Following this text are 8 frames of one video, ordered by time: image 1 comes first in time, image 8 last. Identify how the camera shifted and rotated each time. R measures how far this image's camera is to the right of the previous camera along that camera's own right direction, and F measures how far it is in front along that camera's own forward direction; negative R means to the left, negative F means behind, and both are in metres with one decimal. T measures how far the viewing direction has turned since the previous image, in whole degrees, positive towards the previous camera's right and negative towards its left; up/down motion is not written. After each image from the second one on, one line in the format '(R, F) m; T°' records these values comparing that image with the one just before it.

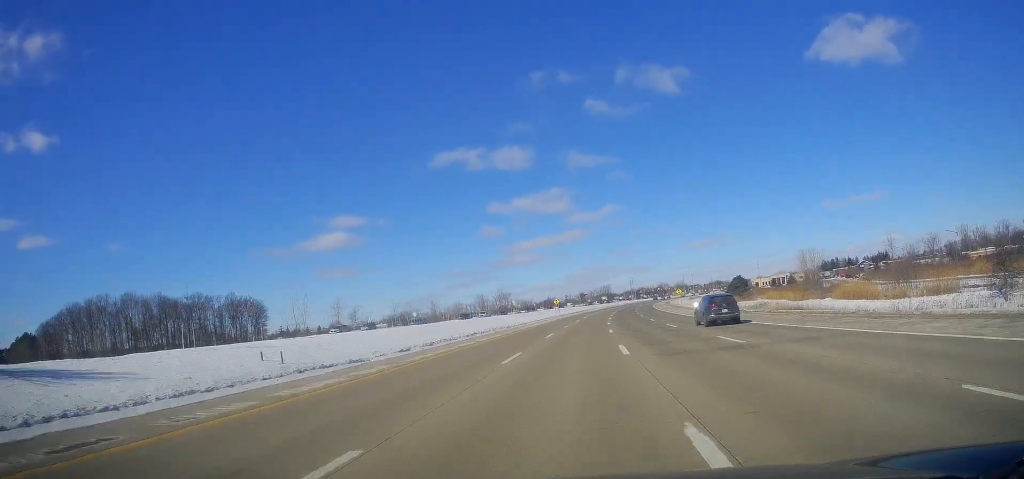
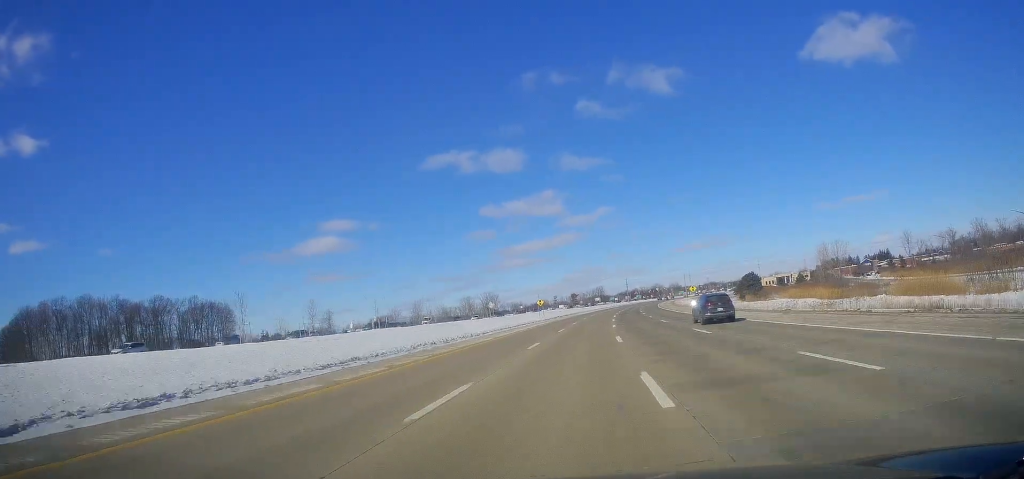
(-0.2, +24.4) m; -1°
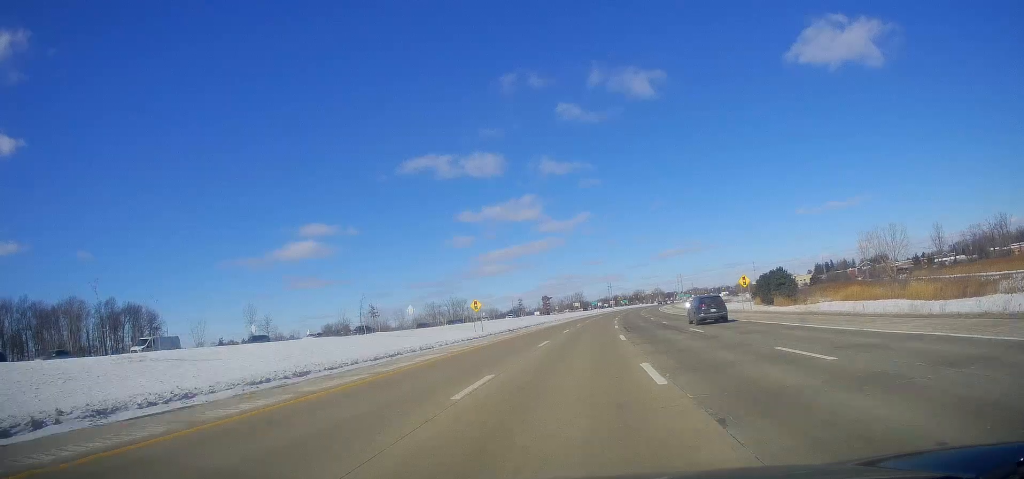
(+0.7, +43.4) m; +3°
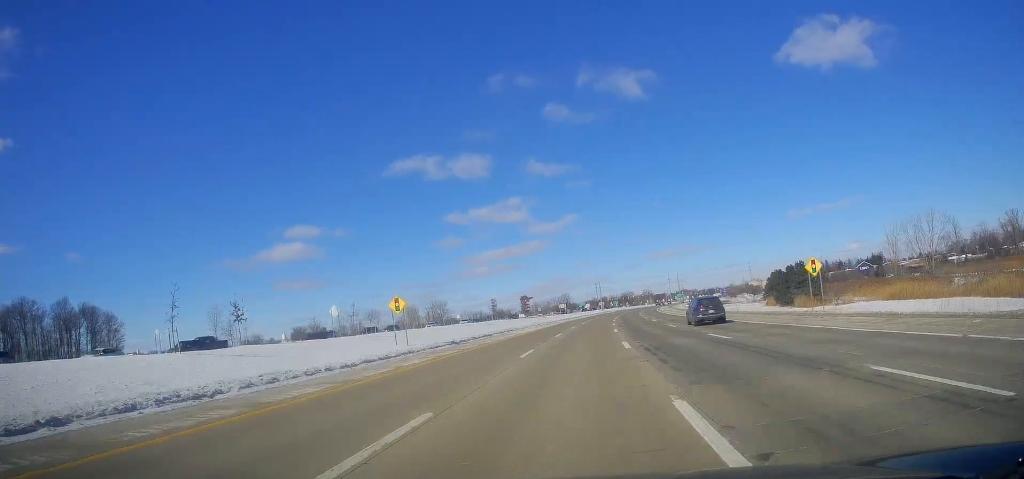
(+0.5, +20.8) m; +2°
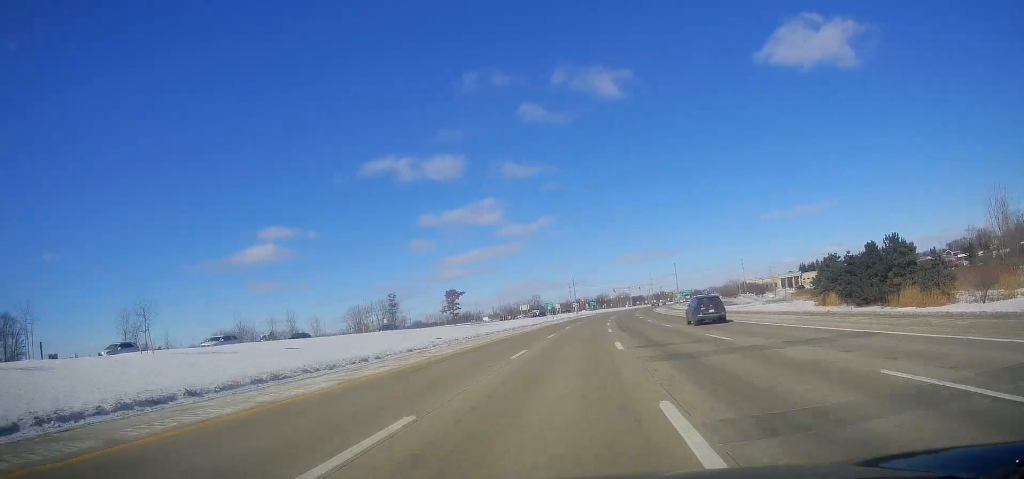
(+0.7, +46.1) m; +1°
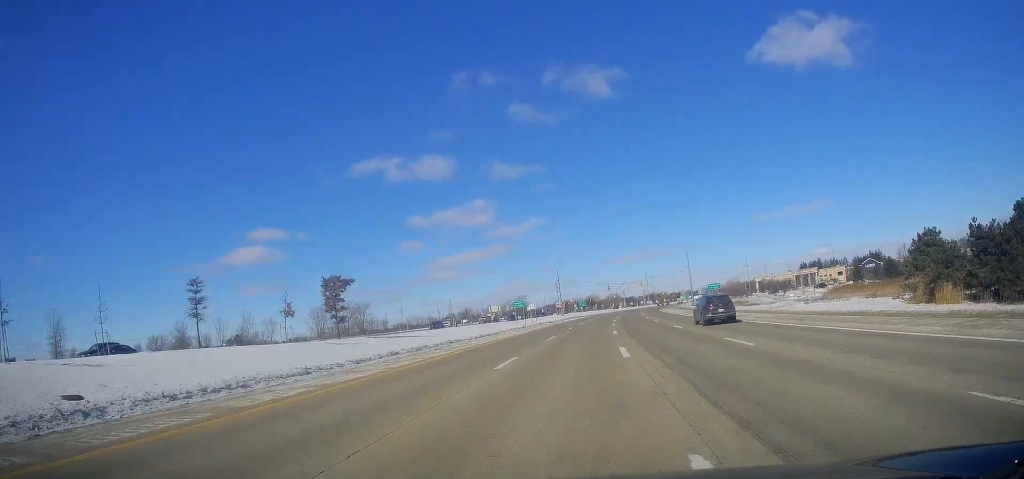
(+0.1, +33.7) m; +1°
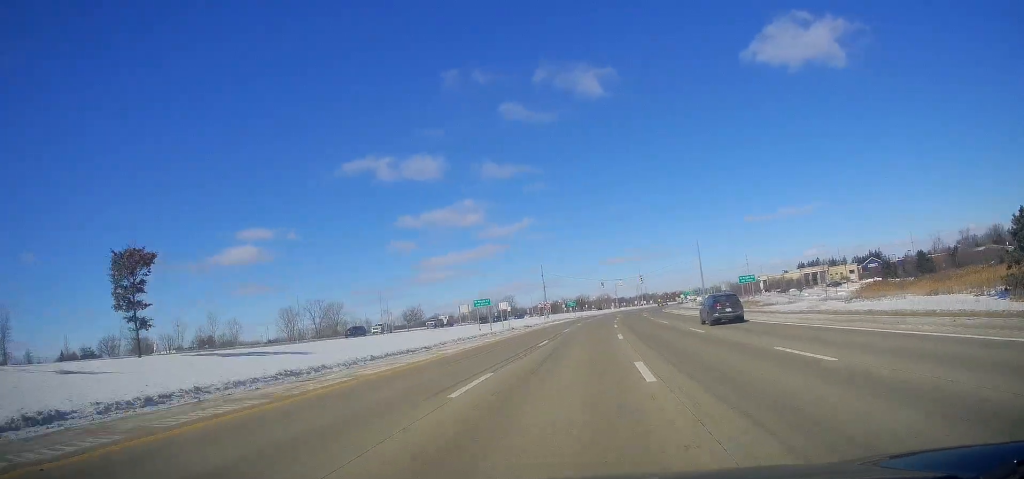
(+0.1, +21.1) m; +1°
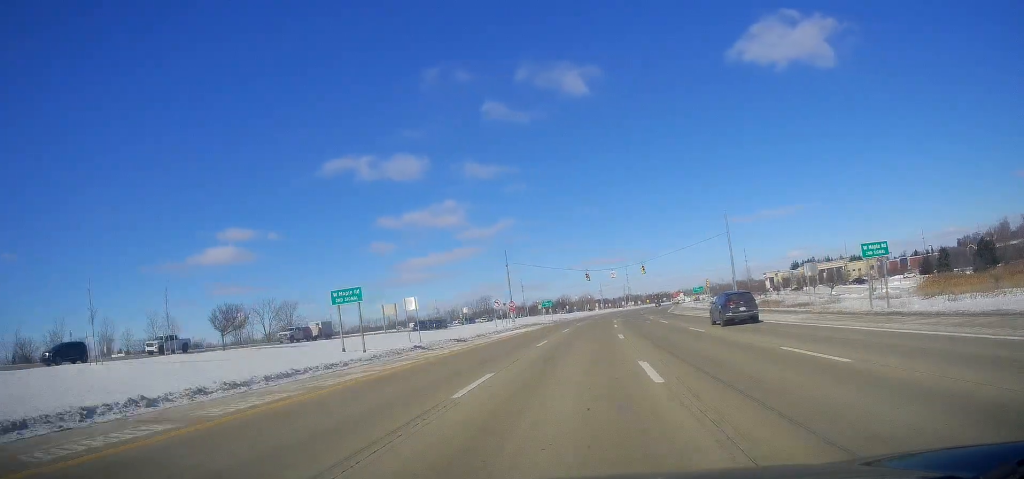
(+0.5, +30.7) m; +2°
